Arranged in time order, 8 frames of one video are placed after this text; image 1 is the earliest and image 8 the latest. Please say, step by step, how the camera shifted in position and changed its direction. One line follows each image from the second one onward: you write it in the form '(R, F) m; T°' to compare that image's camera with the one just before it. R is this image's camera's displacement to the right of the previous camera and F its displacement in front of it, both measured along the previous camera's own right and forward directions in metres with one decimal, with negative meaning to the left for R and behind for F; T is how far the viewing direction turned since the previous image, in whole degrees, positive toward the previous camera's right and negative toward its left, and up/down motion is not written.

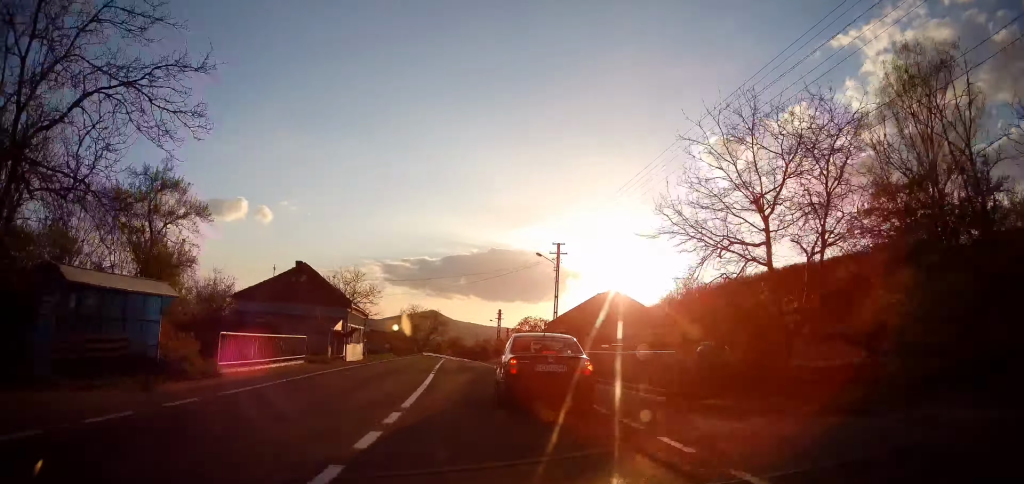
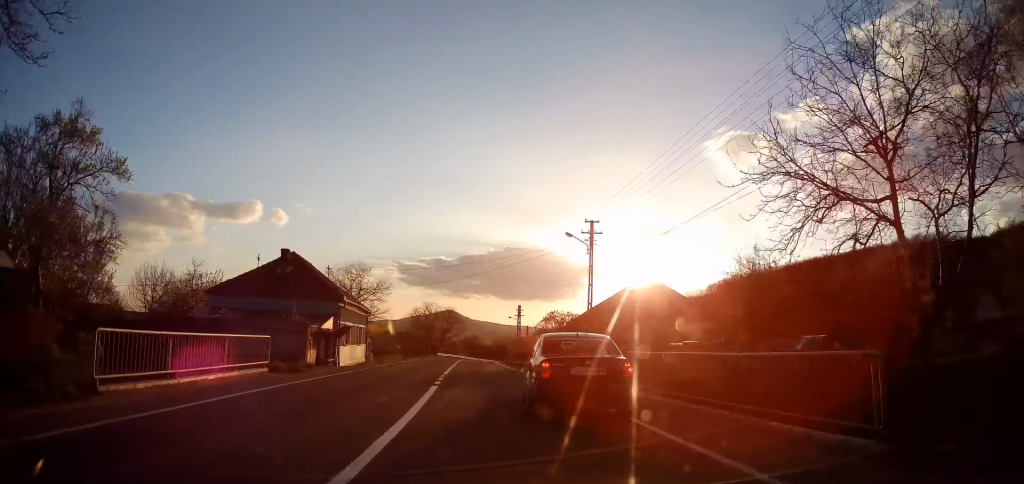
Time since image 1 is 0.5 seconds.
(-0.2, +7.1) m; -1°
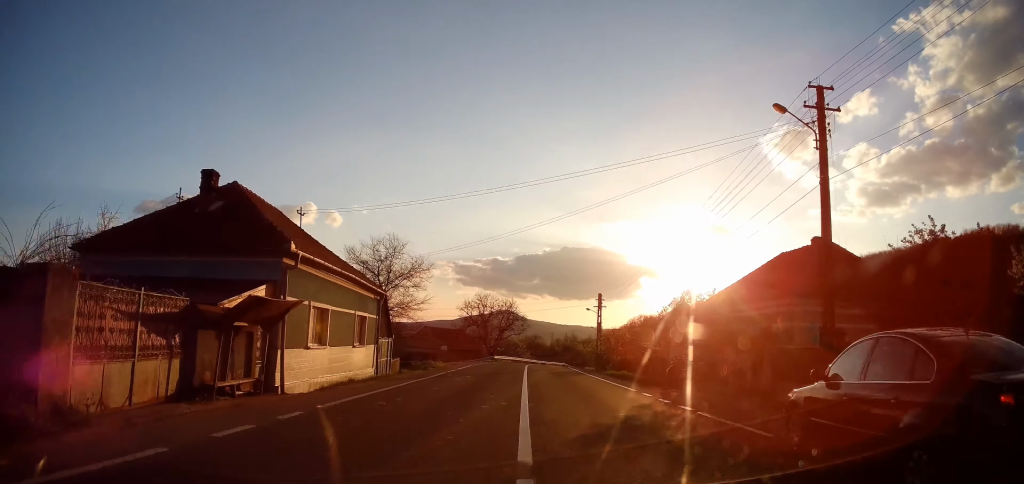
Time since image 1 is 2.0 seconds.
(-0.7, +19.1) m; -5°
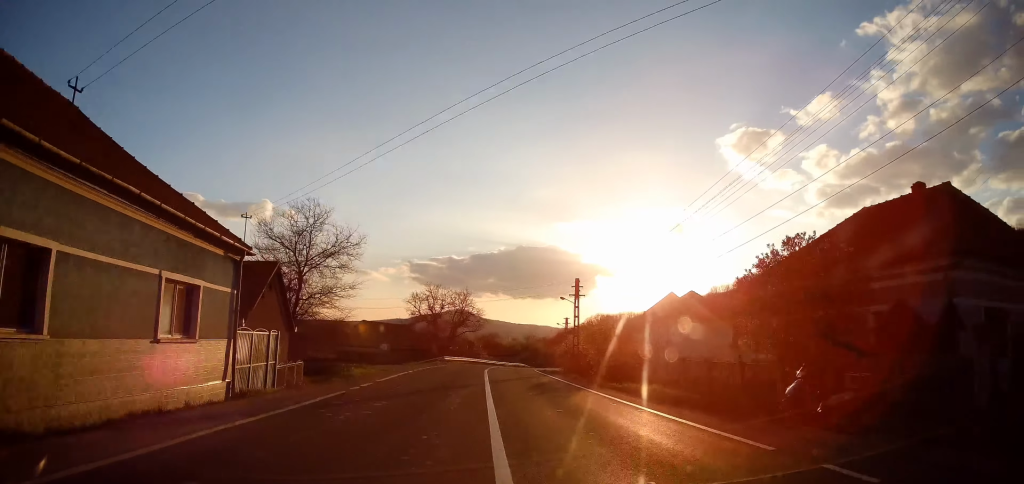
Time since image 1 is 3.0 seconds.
(-0.4, +11.6) m; 0°
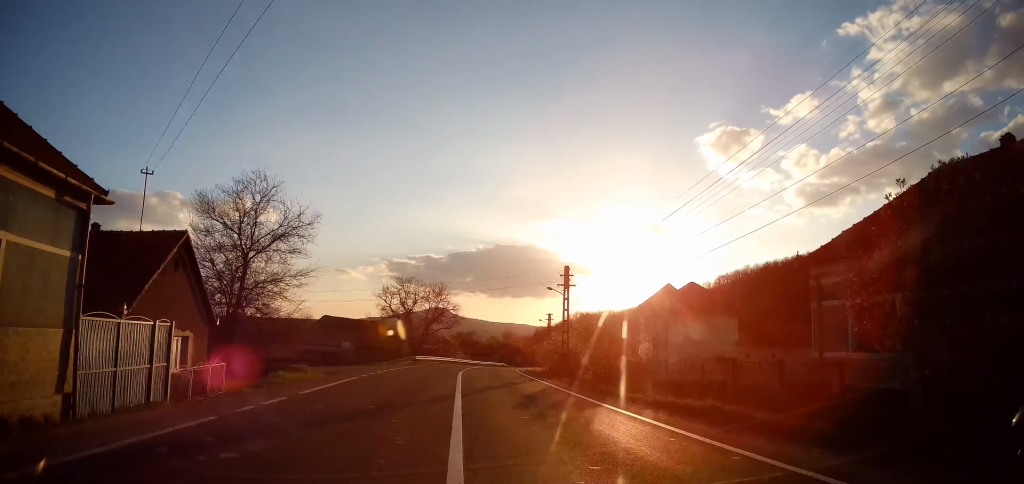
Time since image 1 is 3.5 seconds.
(+0.2, +5.5) m; +1°
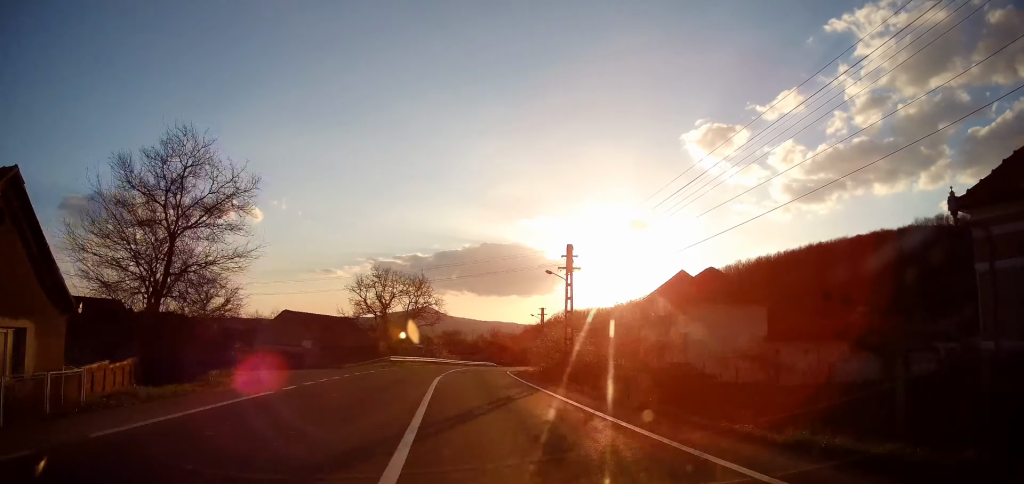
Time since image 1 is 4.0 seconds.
(+0.1, +6.4) m; +1°
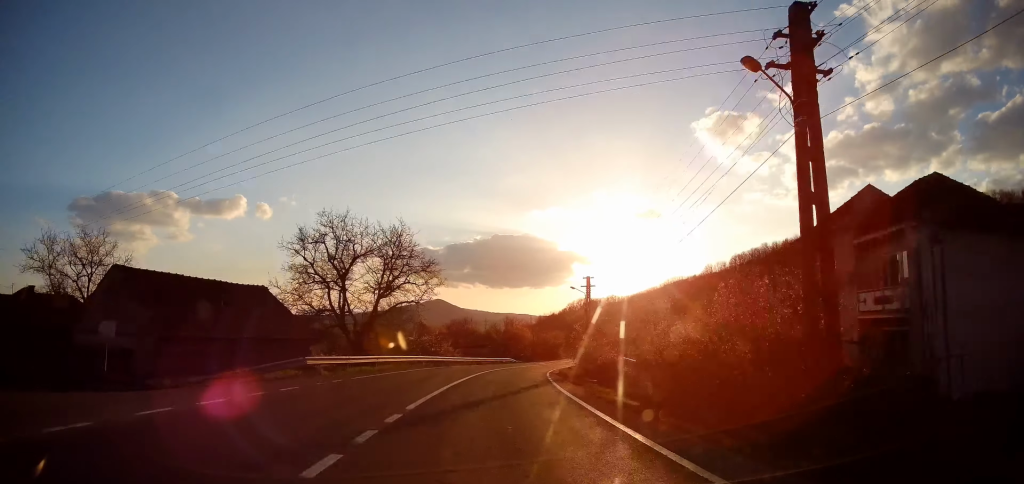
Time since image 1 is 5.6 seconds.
(+0.2, +20.7) m; +1°
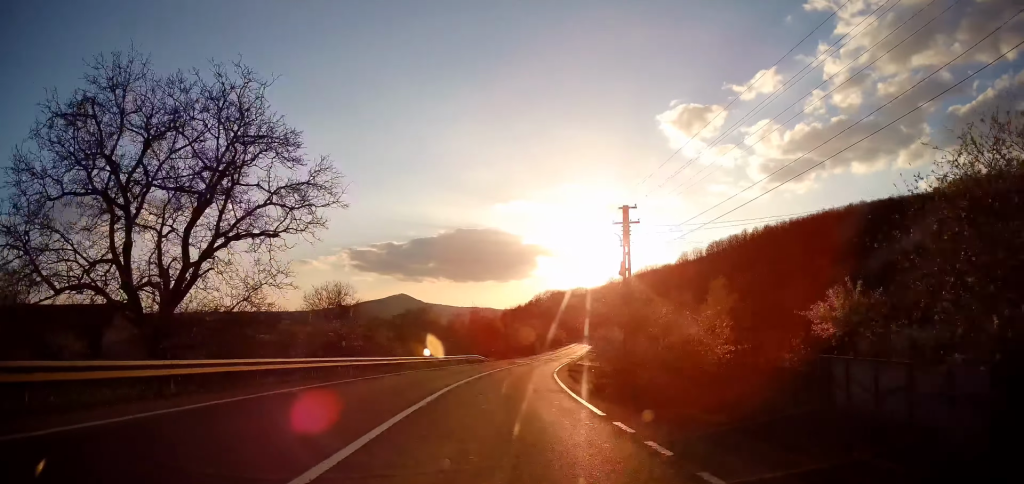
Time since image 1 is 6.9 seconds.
(+0.1, +19.7) m; +2°
